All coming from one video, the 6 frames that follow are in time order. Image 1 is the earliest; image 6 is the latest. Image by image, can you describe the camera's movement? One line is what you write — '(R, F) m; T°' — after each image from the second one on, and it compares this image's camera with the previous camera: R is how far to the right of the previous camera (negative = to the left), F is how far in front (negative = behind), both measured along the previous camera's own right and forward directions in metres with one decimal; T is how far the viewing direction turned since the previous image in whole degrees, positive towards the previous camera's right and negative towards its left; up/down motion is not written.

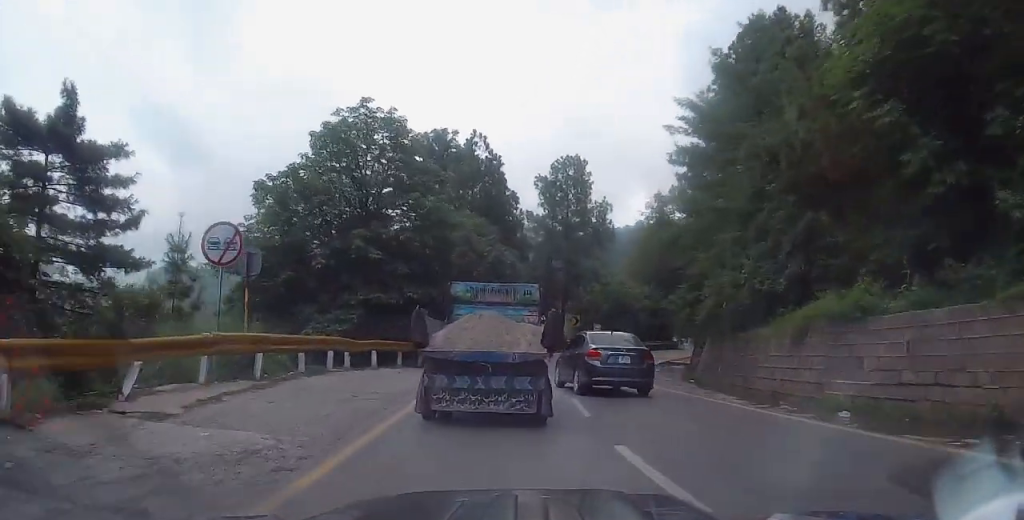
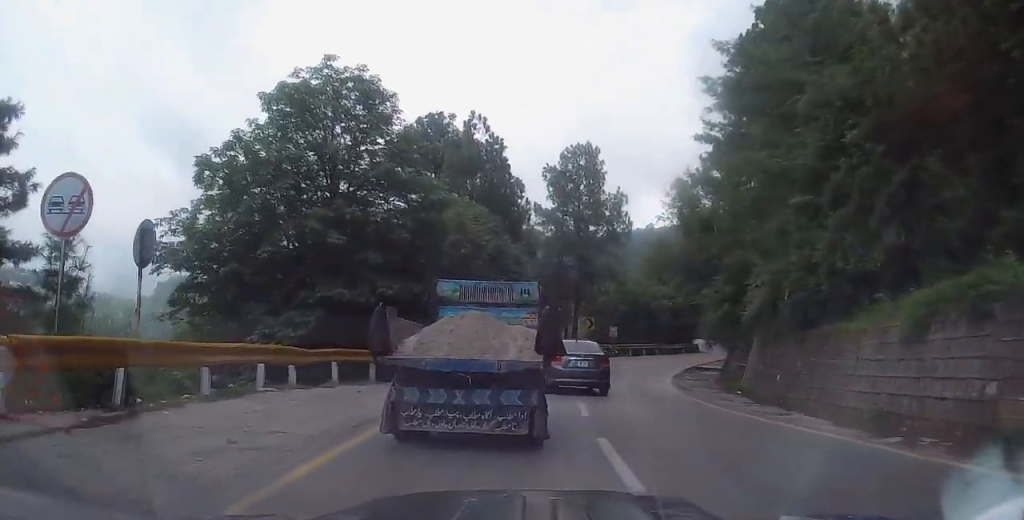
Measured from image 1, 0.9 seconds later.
(-0.1, +5.0) m; -4°
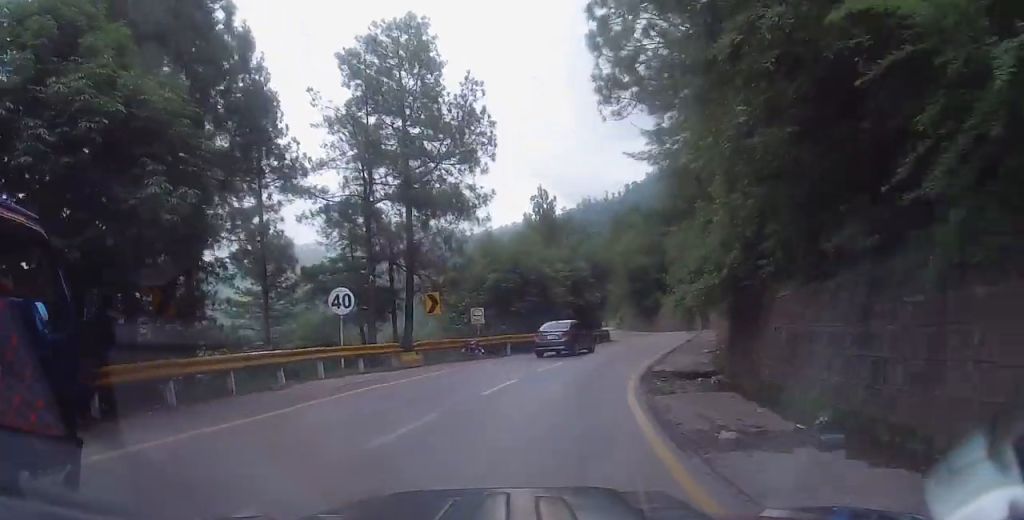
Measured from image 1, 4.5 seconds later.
(+2.3, +21.6) m; +10°
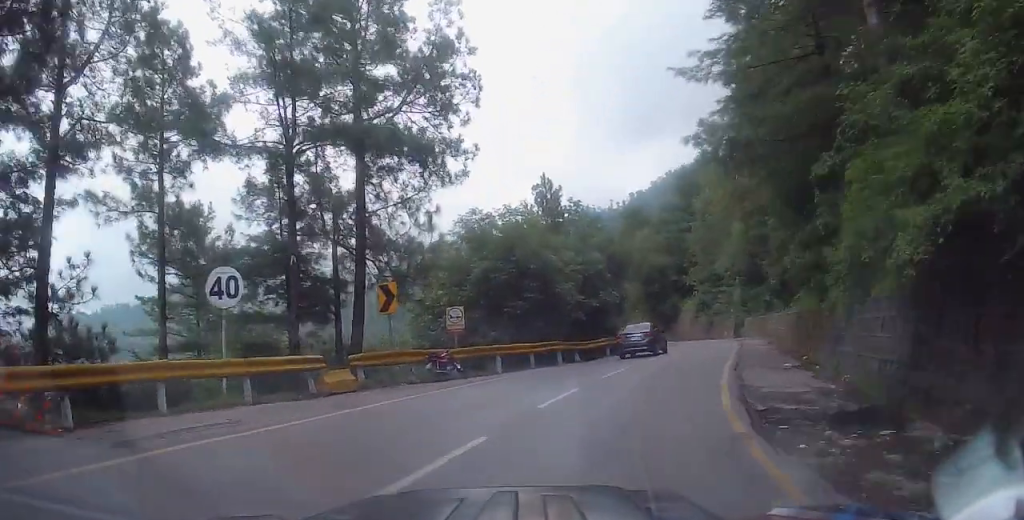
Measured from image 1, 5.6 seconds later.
(+0.4, +8.2) m; +4°
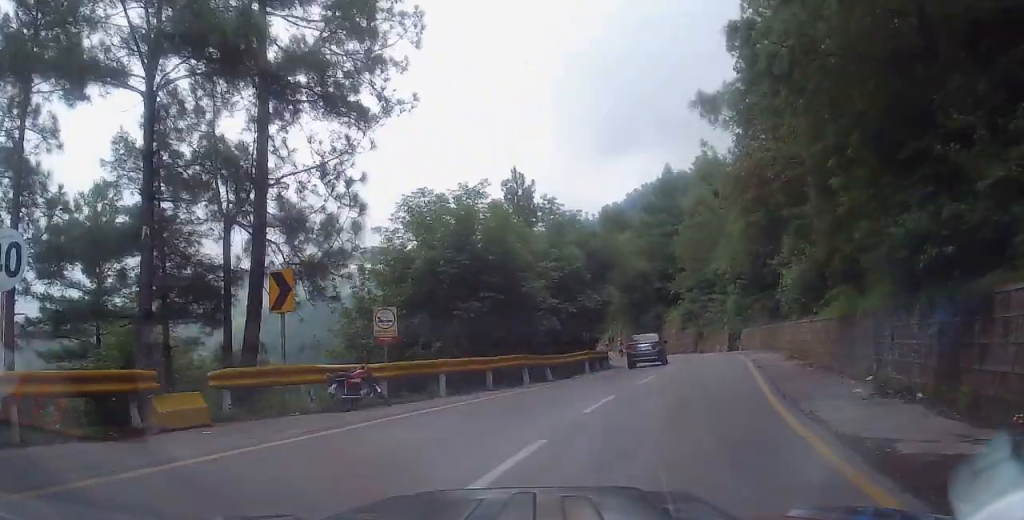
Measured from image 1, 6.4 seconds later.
(0.0, +5.8) m; 0°
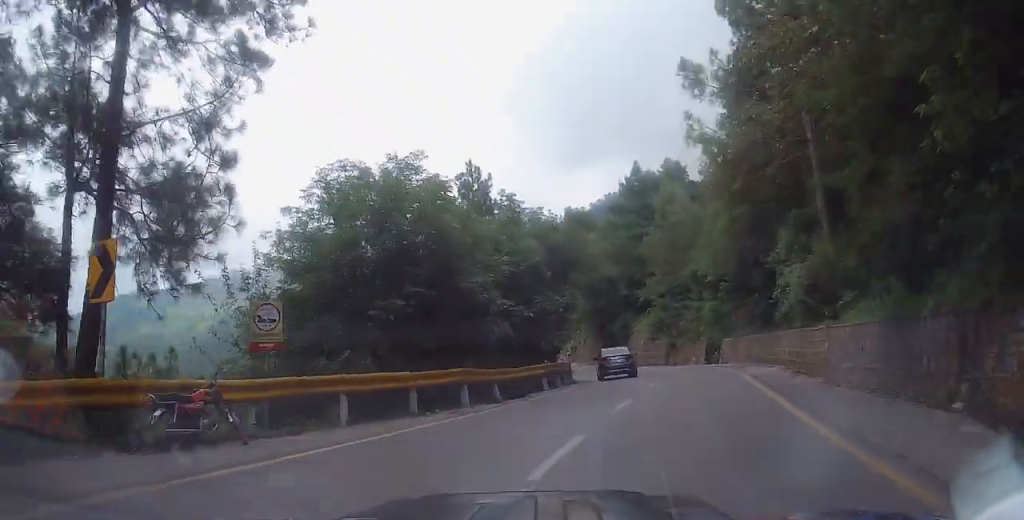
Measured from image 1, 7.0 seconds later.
(0.0, +4.6) m; +1°
